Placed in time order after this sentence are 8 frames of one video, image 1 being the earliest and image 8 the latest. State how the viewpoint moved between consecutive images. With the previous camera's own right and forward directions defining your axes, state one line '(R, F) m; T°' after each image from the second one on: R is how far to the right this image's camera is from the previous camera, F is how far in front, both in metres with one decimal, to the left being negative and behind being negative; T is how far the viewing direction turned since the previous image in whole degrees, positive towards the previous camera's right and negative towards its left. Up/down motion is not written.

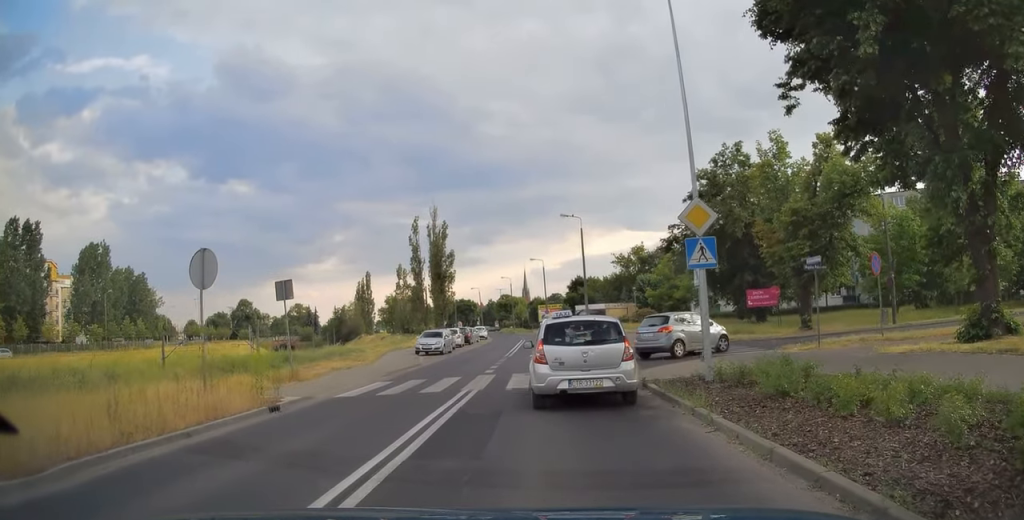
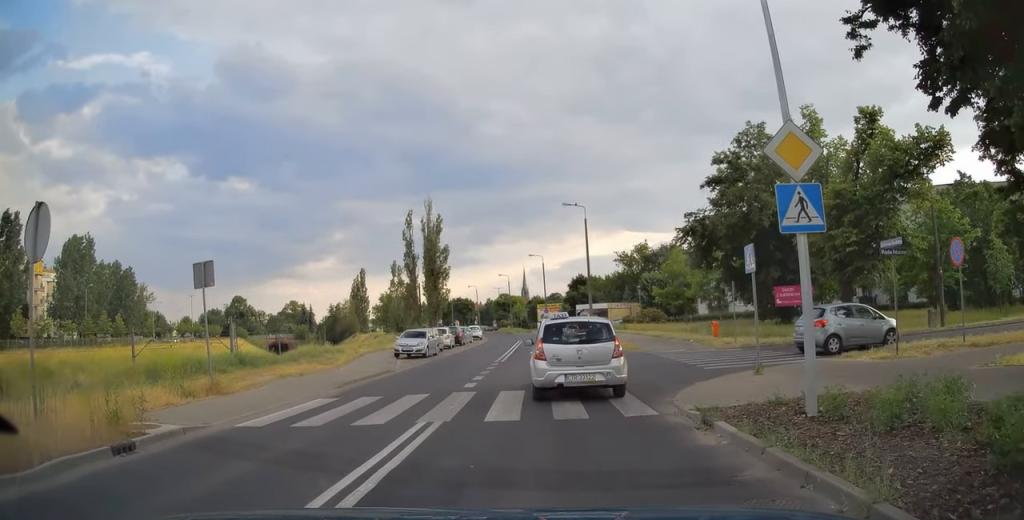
(+0.2, +4.9) m; +3°
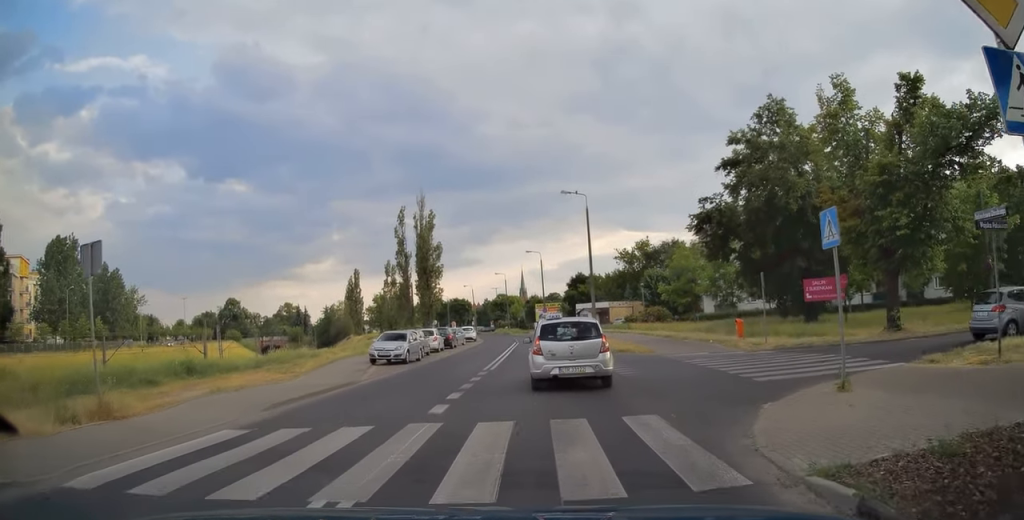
(+0.1, +4.1) m; 0°
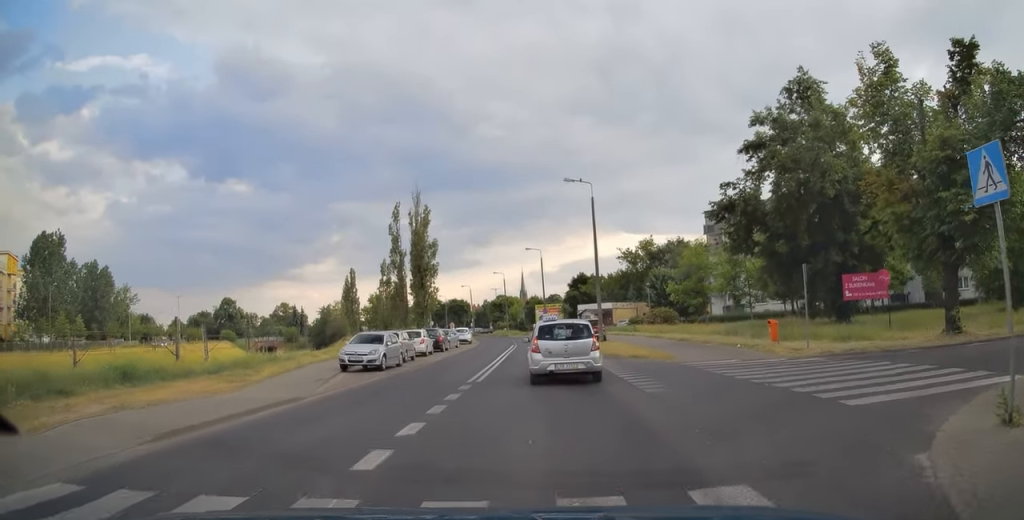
(0.0, +3.7) m; -2°
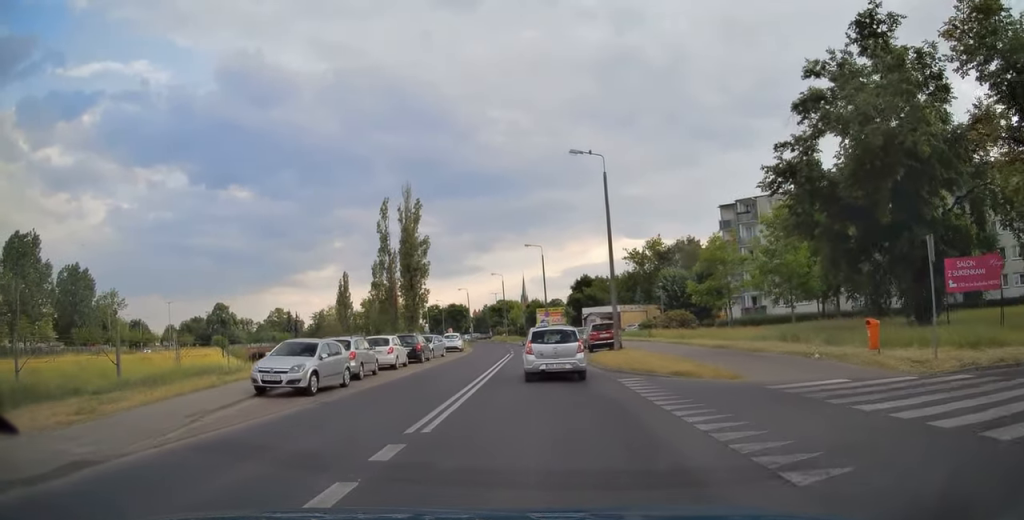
(-0.1, +6.9) m; -1°
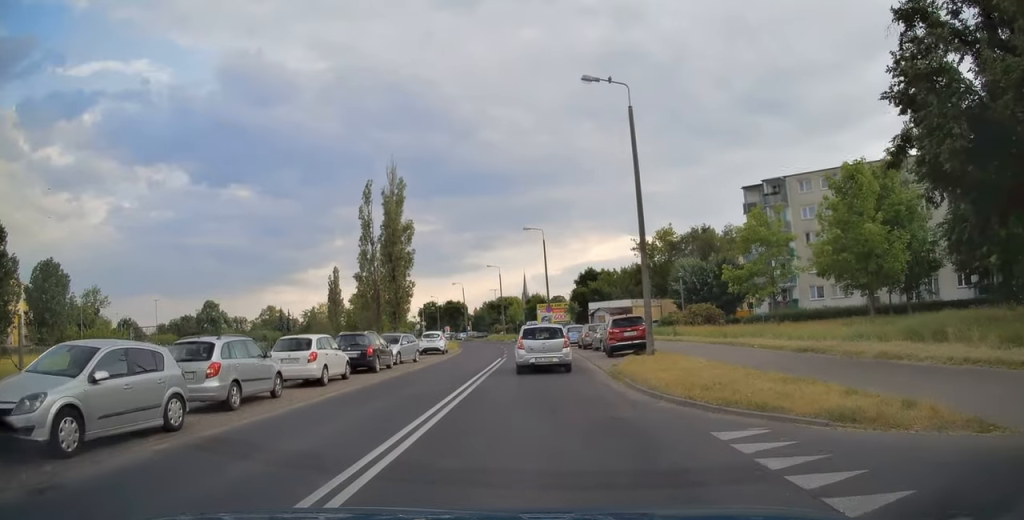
(0.0, +8.7) m; 0°
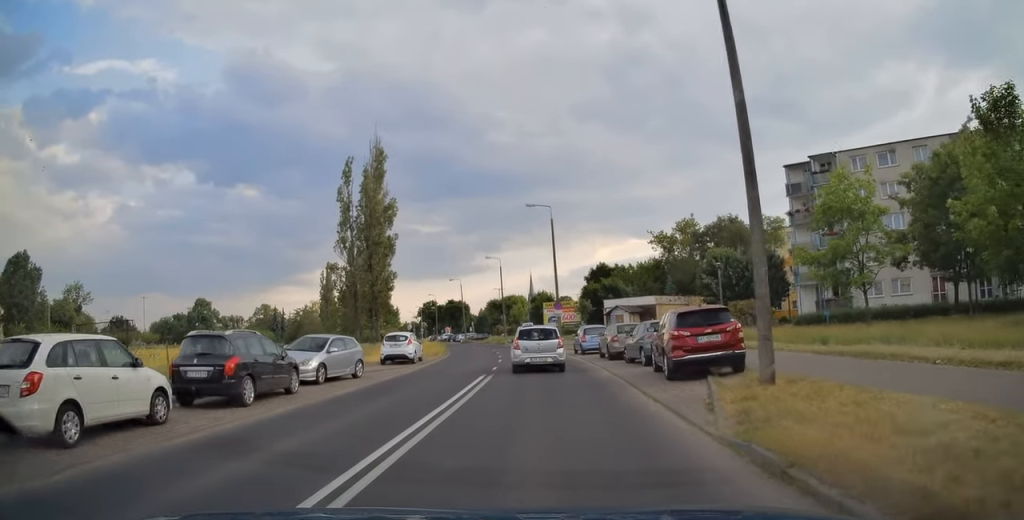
(-0.1, +10.3) m; 0°
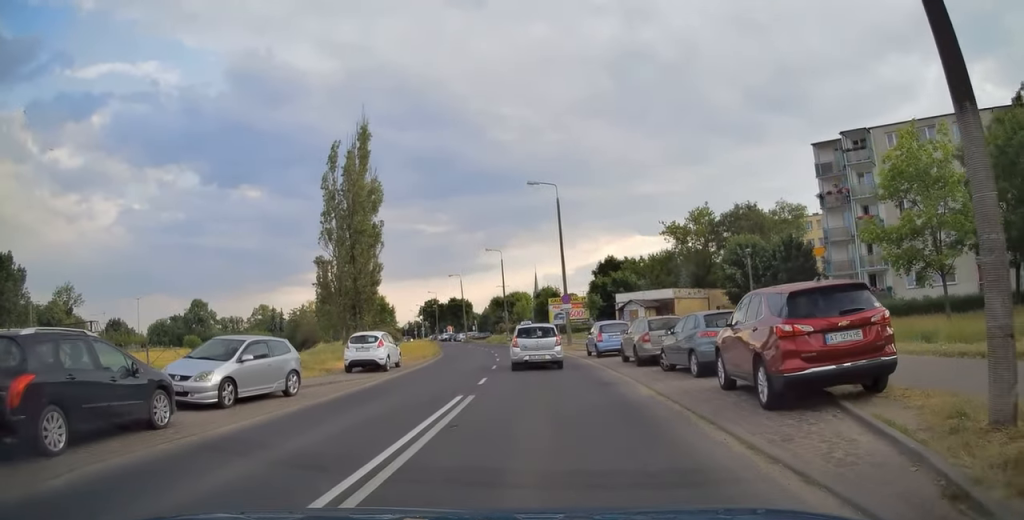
(0.0, +5.8) m; 0°
